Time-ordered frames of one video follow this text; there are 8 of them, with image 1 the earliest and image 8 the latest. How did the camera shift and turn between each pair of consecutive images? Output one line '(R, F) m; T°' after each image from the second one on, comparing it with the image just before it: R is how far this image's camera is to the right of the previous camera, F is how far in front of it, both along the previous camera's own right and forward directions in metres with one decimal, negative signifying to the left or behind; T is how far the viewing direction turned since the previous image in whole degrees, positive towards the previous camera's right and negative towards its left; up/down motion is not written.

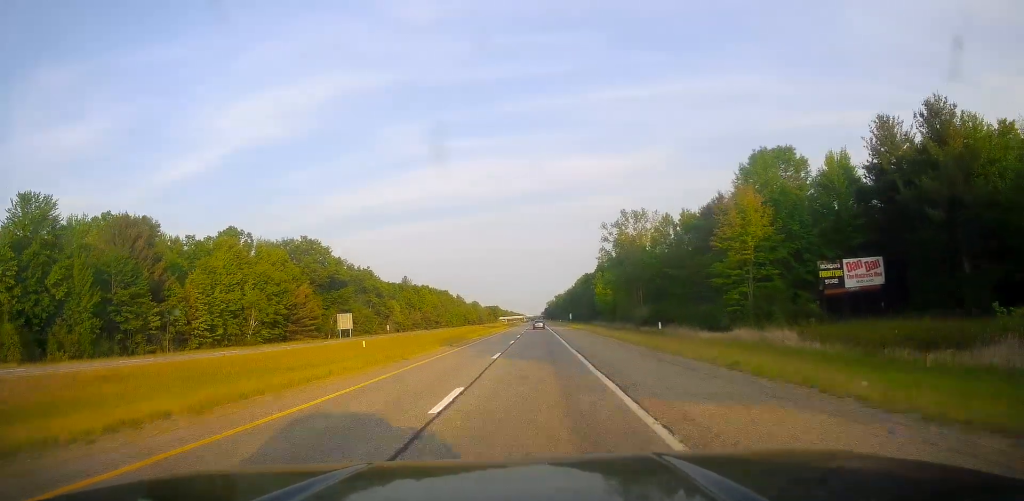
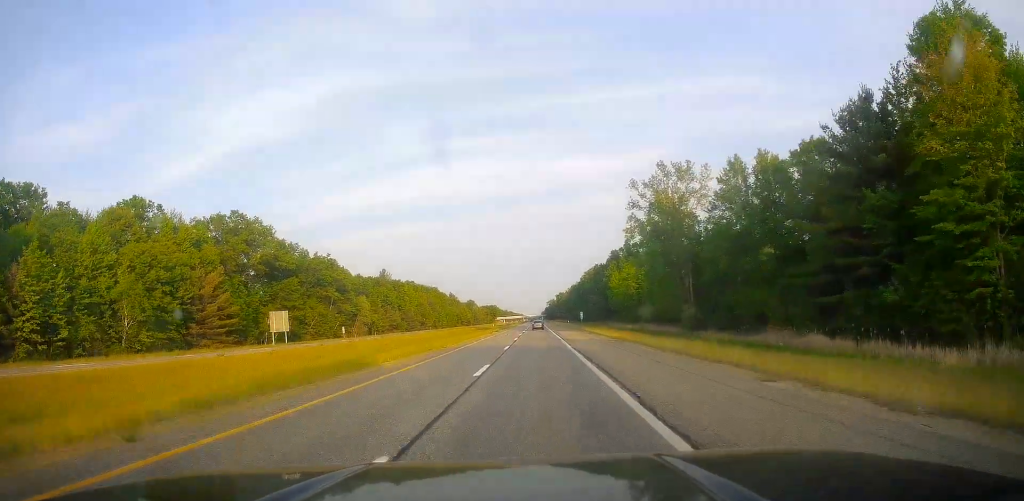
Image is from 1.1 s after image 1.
(-0.2, +38.3) m; +1°
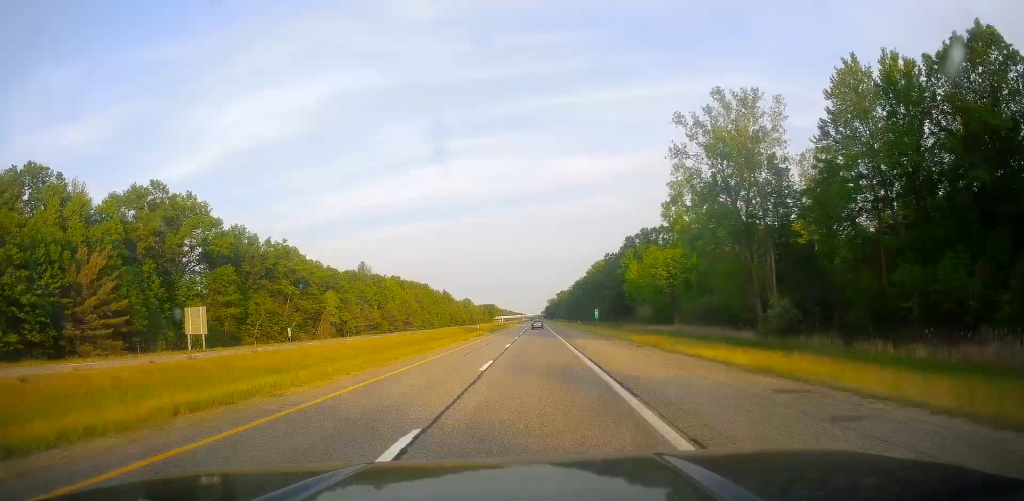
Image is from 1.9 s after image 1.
(+0.6, +28.8) m; +1°
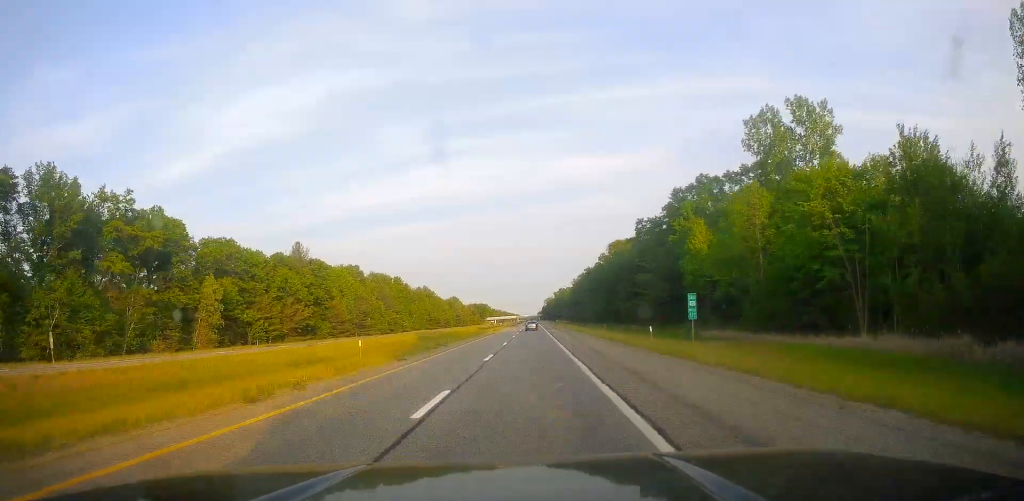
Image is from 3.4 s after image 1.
(0.0, +55.1) m; 0°
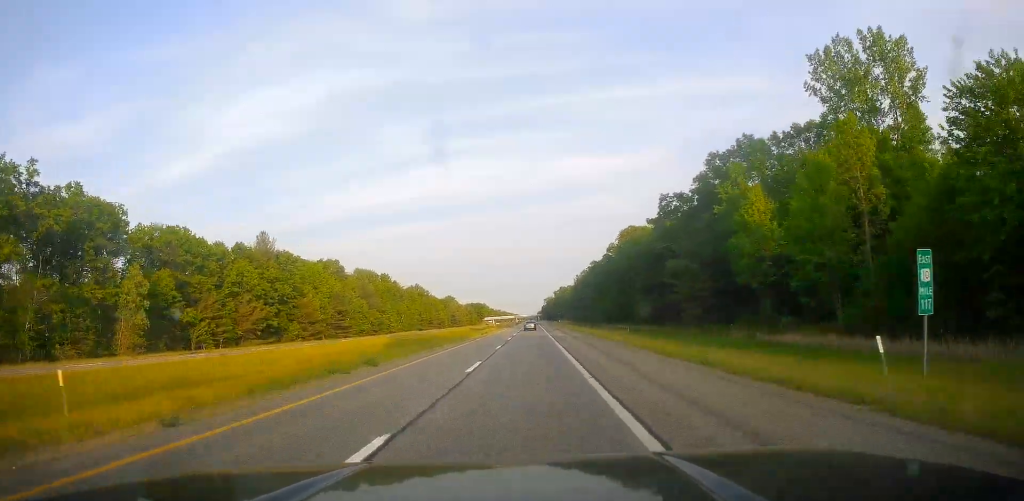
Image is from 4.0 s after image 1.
(-0.2, +20.4) m; 0°
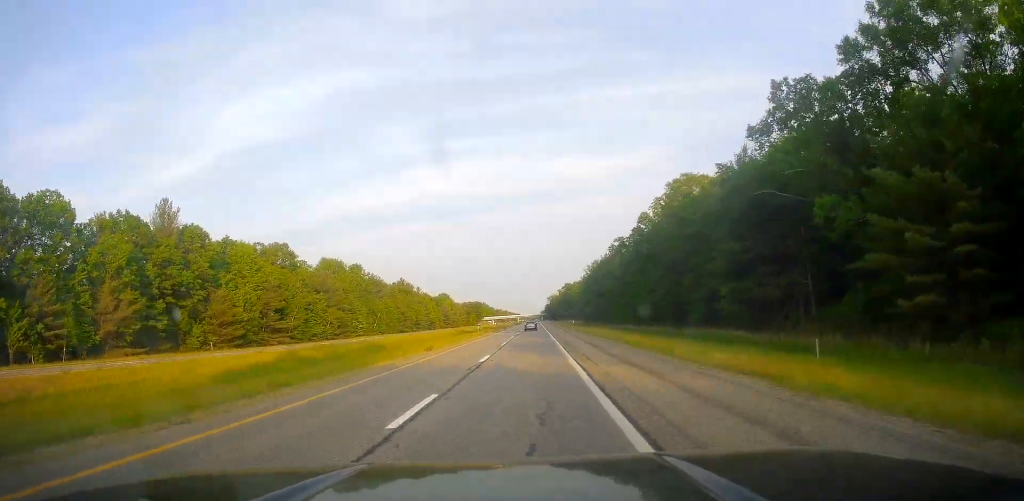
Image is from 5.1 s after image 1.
(+0.4, +40.8) m; -1°
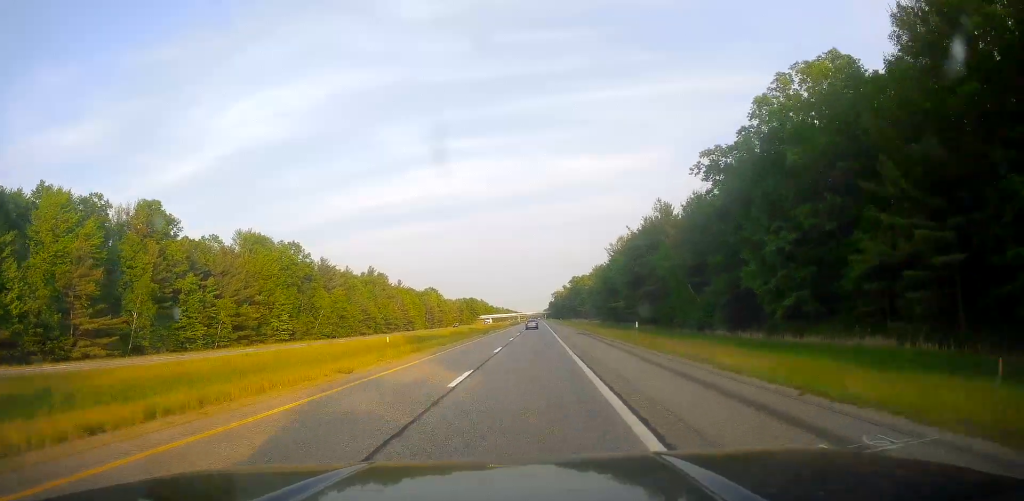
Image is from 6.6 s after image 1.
(-0.8, +55.1) m; 0°
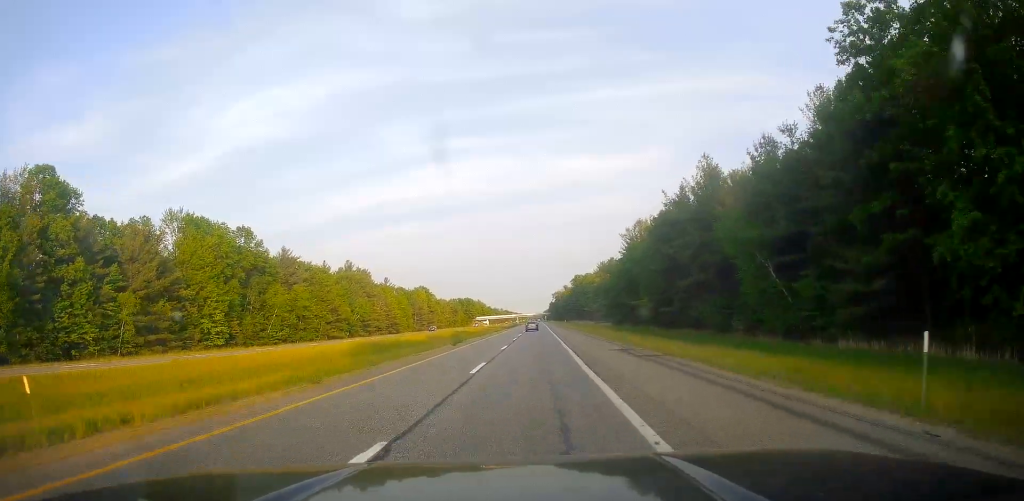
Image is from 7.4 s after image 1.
(+0.2, +26.4) m; 0°
